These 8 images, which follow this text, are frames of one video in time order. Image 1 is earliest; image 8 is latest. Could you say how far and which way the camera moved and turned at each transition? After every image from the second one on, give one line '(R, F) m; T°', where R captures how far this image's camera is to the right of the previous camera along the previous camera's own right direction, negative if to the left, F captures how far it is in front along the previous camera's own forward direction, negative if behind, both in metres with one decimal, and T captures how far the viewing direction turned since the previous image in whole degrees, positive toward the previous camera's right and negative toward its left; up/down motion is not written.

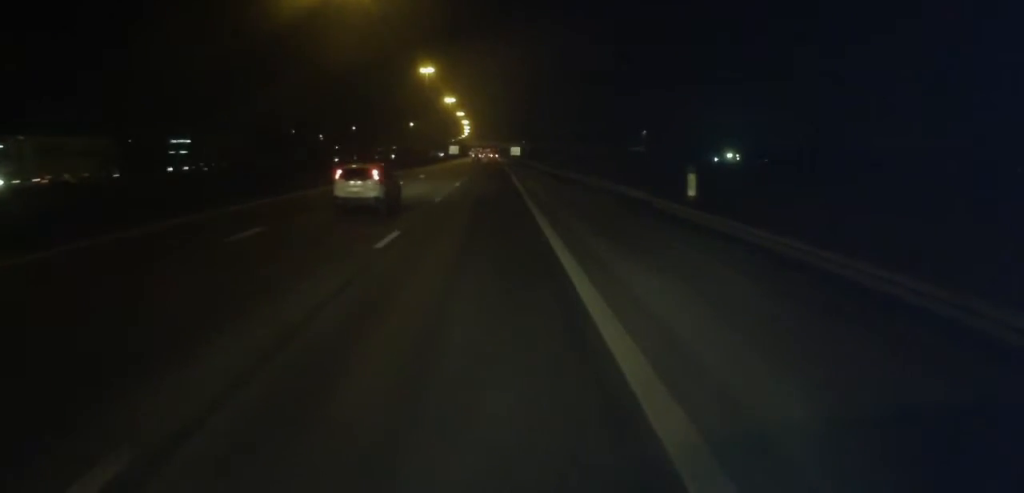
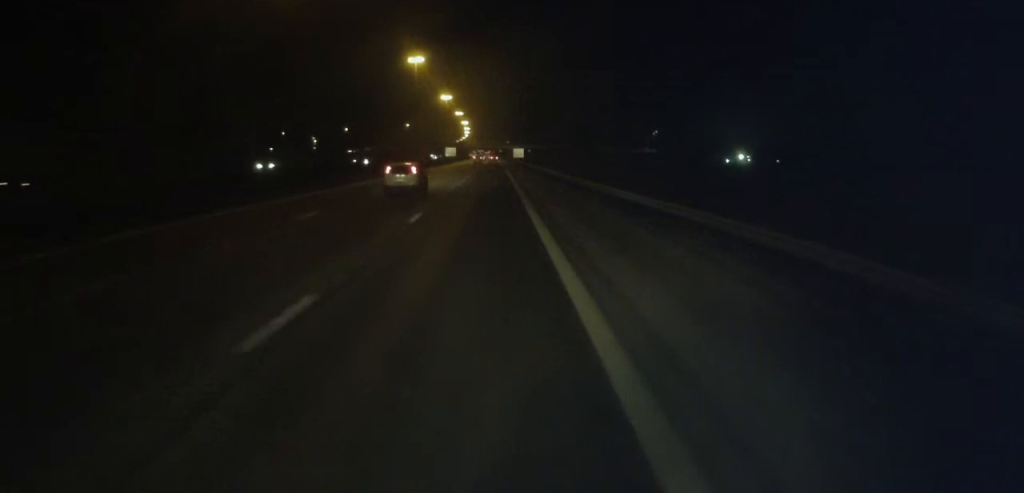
(0.0, +19.5) m; 0°
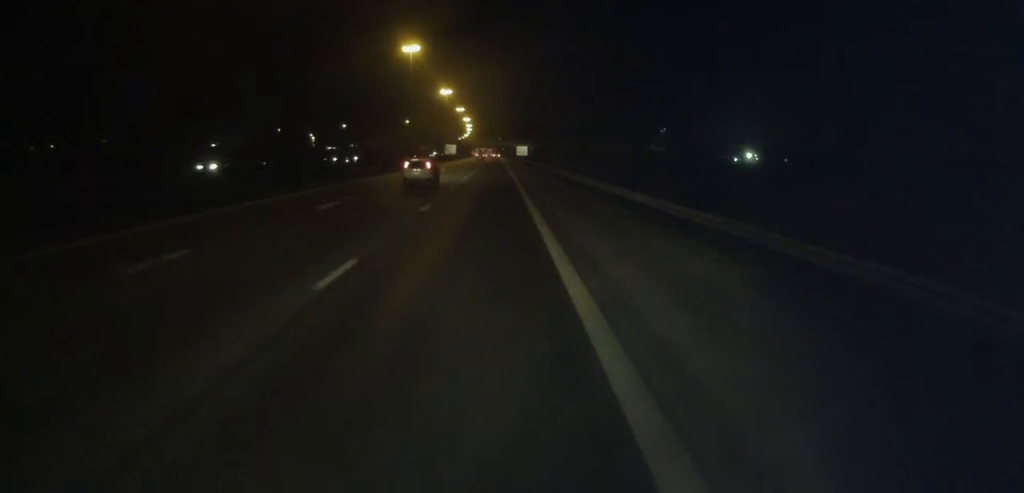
(0.0, +10.2) m; 0°
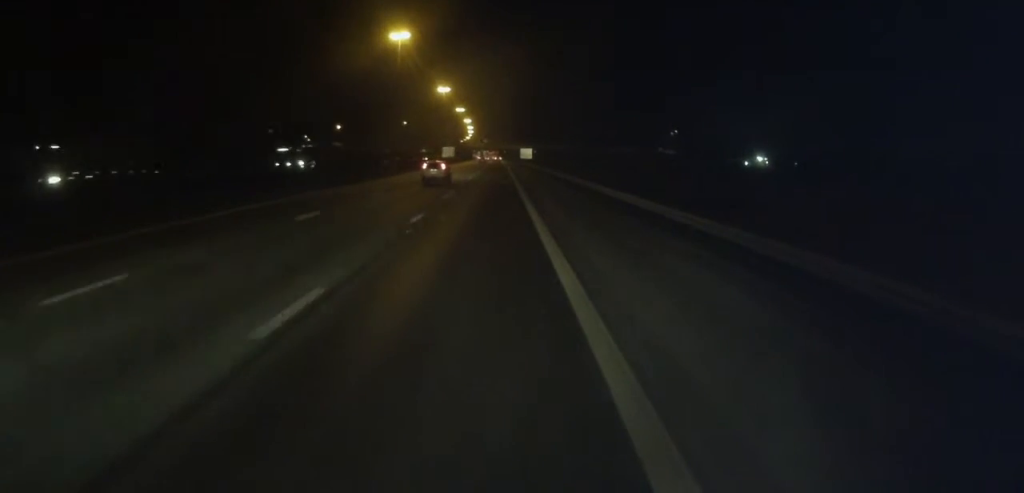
(0.0, +14.9) m; 0°
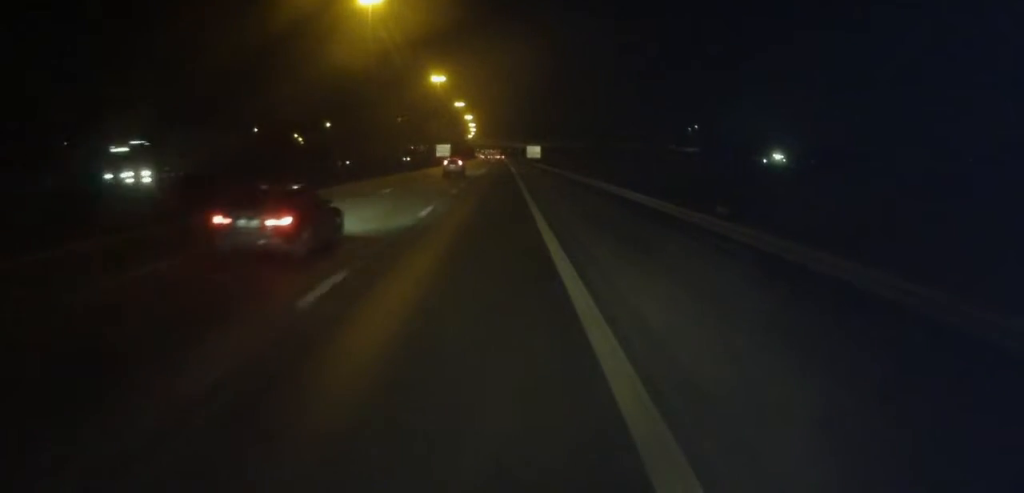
(0.0, +23.5) m; 0°
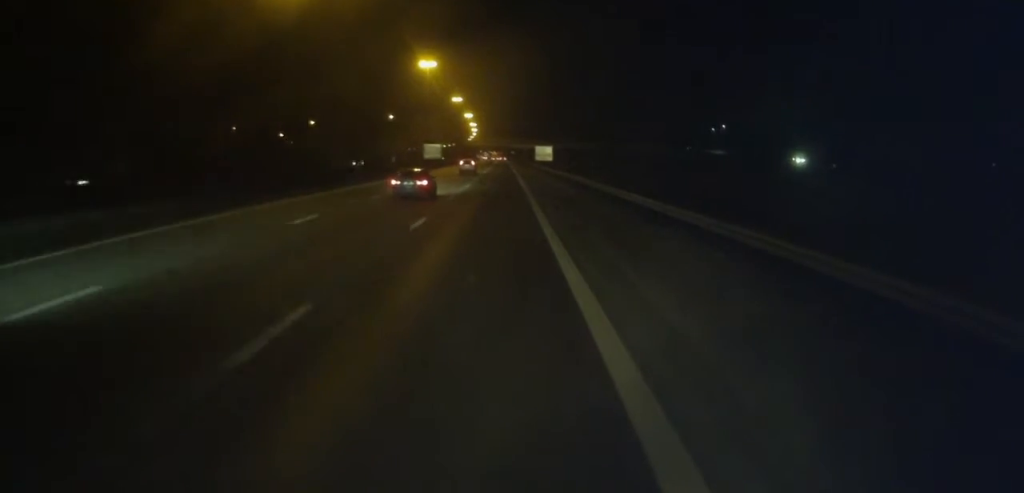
(0.0, +27.7) m; 0°
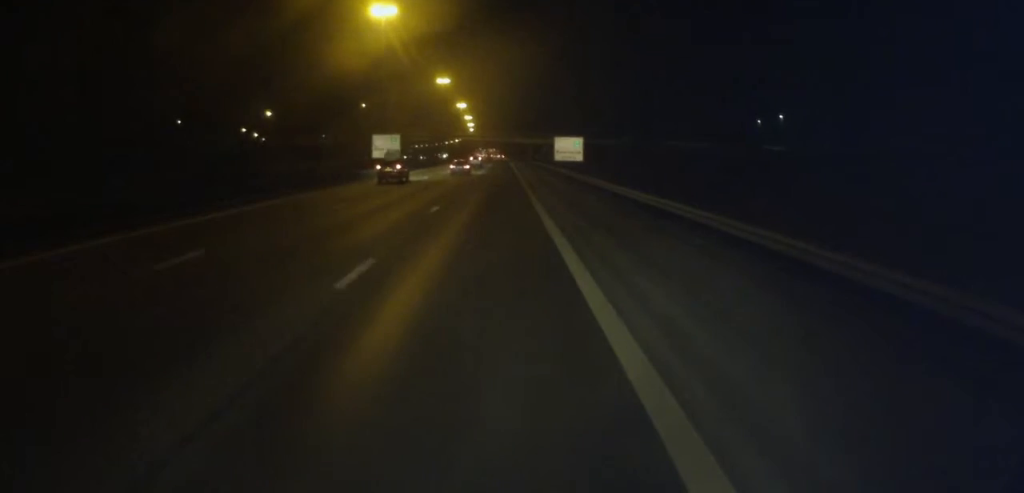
(-0.1, +47.6) m; -1°
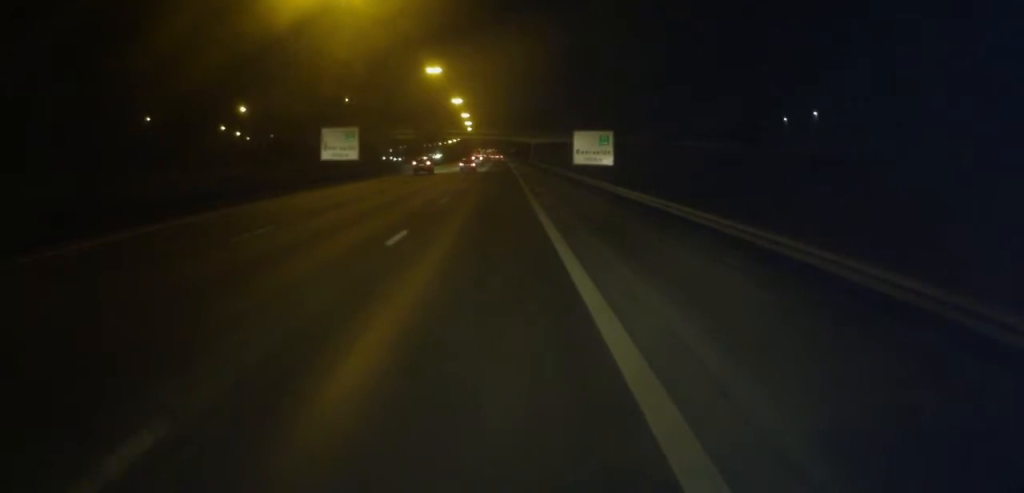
(-0.3, +21.6) m; 0°
